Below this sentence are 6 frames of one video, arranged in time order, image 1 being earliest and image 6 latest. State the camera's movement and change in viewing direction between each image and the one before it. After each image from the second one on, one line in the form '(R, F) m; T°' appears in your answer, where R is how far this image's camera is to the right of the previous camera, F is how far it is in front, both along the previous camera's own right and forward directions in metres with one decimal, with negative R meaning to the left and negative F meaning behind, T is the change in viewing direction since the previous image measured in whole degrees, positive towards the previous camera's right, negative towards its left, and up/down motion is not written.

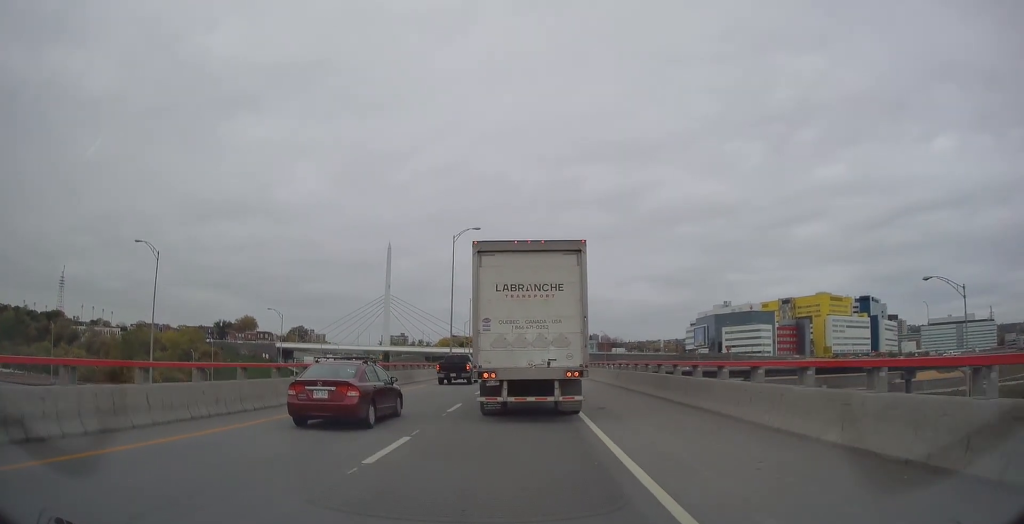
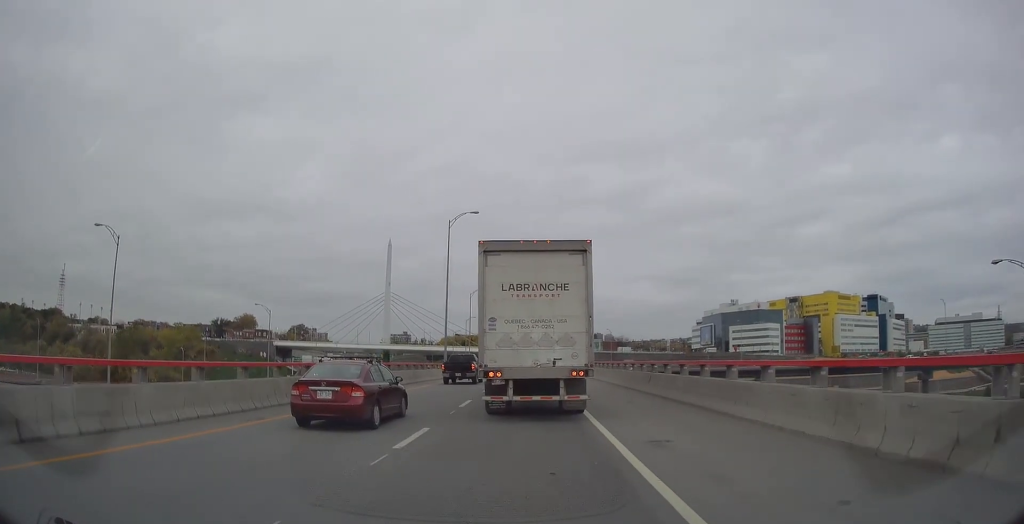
(+0.1, +8.0) m; 0°
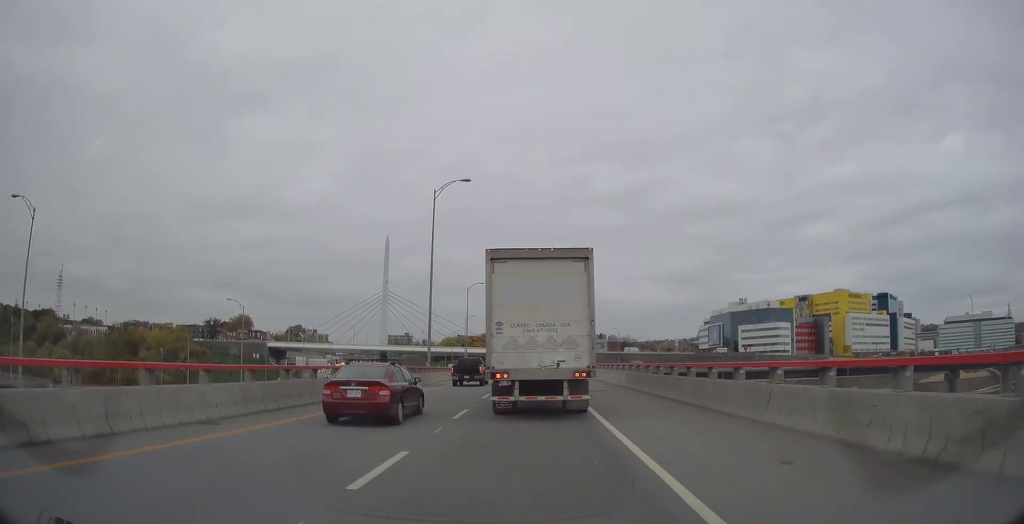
(0.0, +13.4) m; -1°
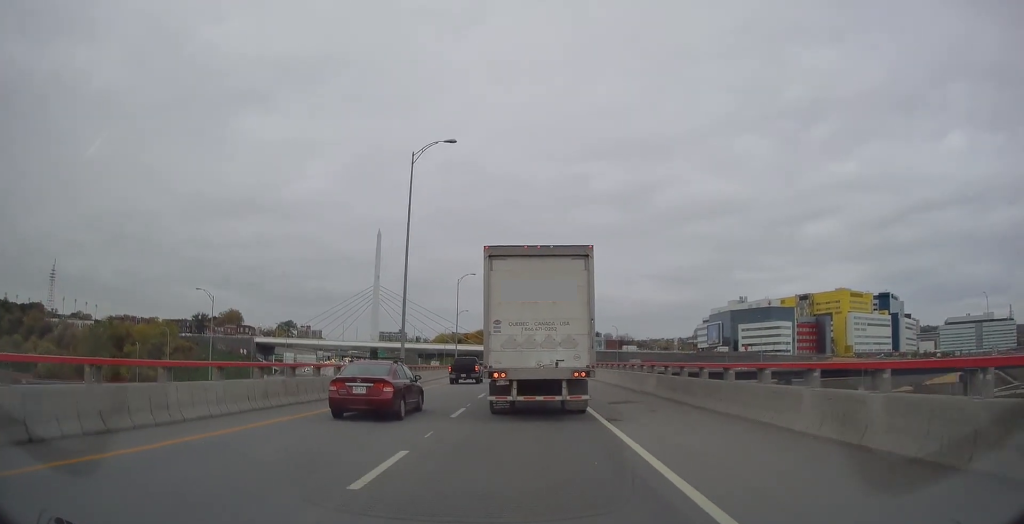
(-0.1, +9.1) m; -1°
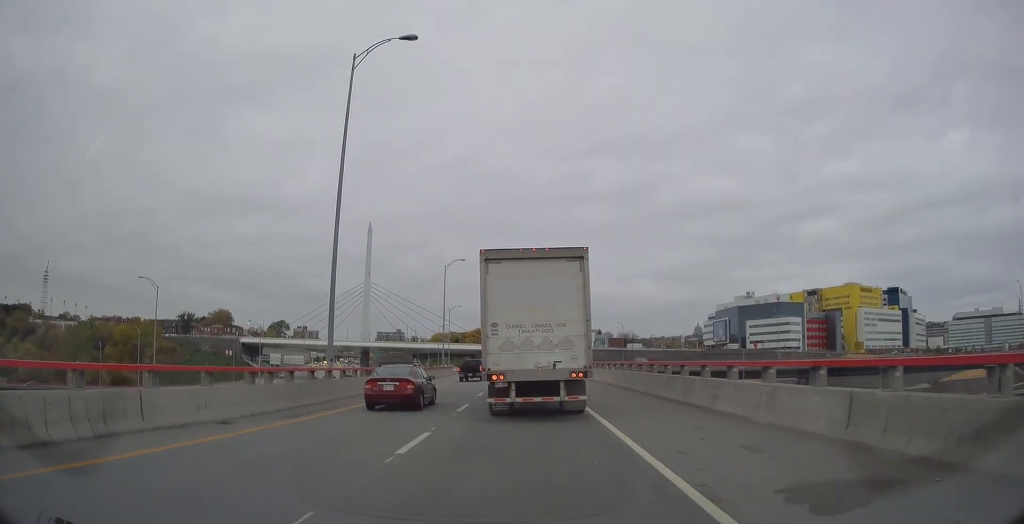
(0.0, +15.7) m; +1°
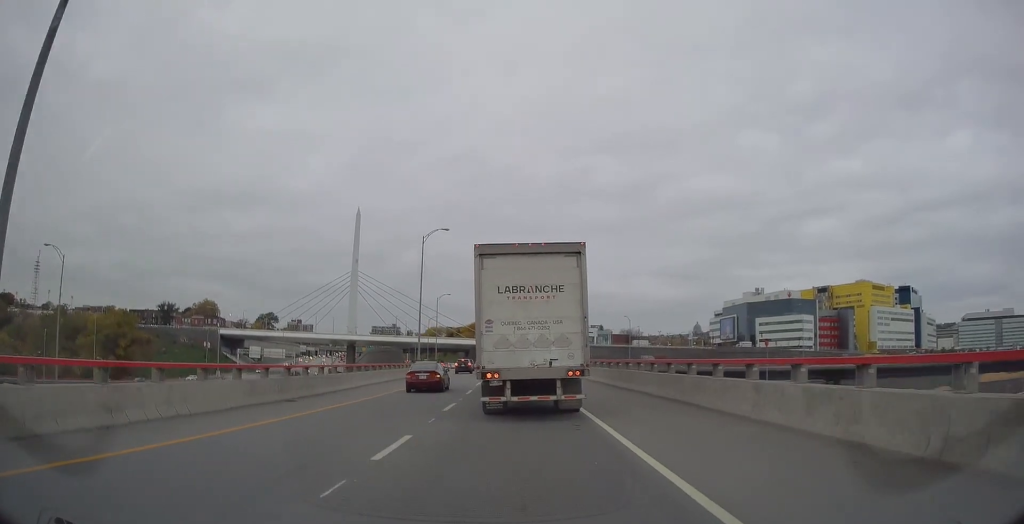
(+0.2, +18.7) m; +1°
